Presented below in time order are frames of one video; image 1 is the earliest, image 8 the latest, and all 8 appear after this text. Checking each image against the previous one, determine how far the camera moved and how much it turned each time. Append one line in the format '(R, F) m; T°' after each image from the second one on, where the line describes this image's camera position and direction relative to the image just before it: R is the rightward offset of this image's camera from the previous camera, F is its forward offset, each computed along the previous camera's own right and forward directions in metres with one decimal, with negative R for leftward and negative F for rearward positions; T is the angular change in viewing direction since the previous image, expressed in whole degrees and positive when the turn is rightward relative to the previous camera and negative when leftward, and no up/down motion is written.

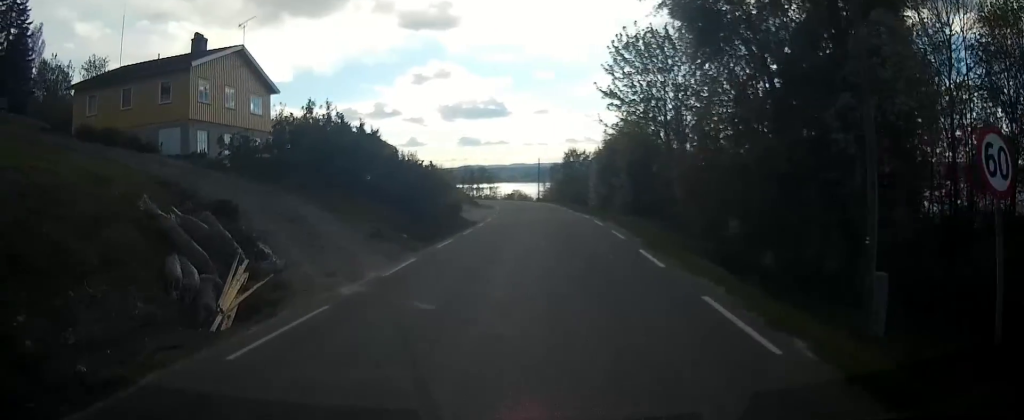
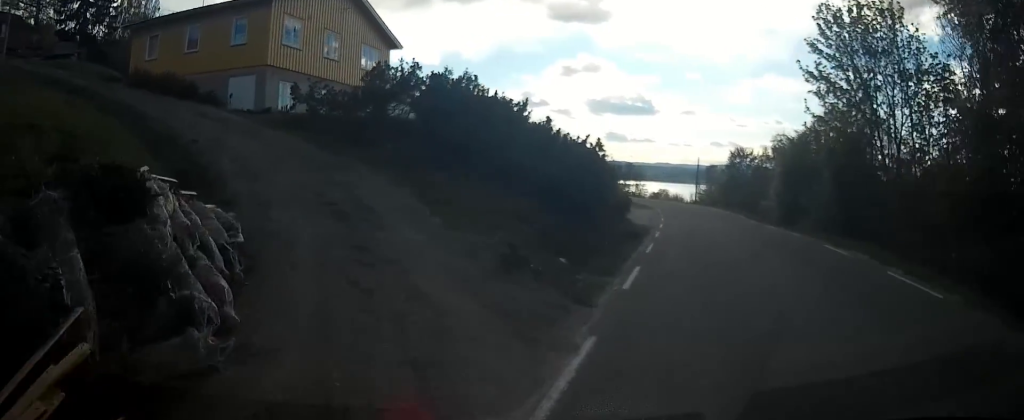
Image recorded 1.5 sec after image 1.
(-1.0, +8.4) m; -14°
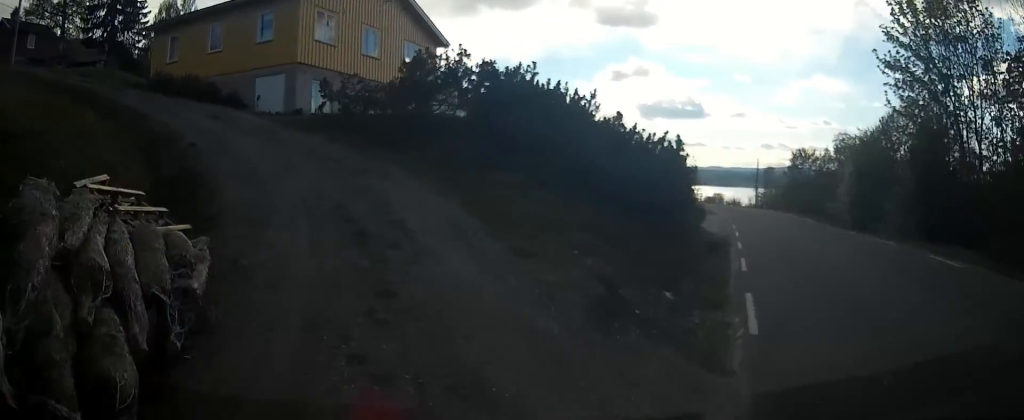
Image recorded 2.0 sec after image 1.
(-0.2, +2.6) m; -4°
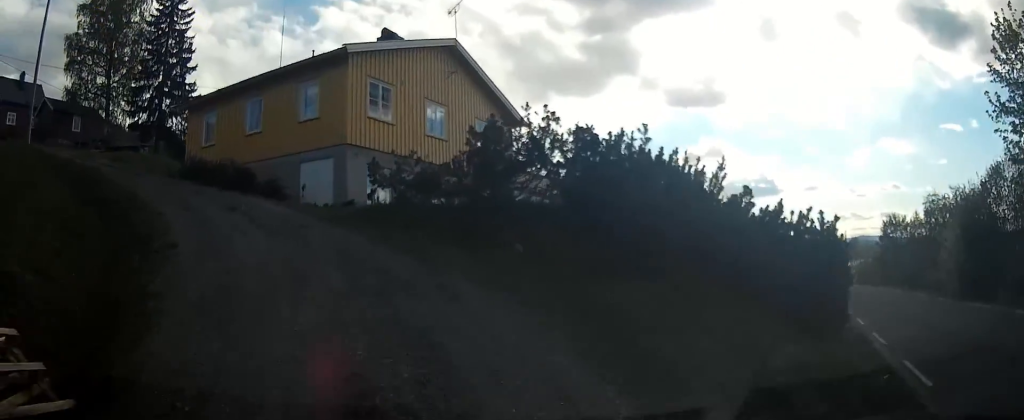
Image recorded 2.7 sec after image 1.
(+0.1, +3.8) m; -4°
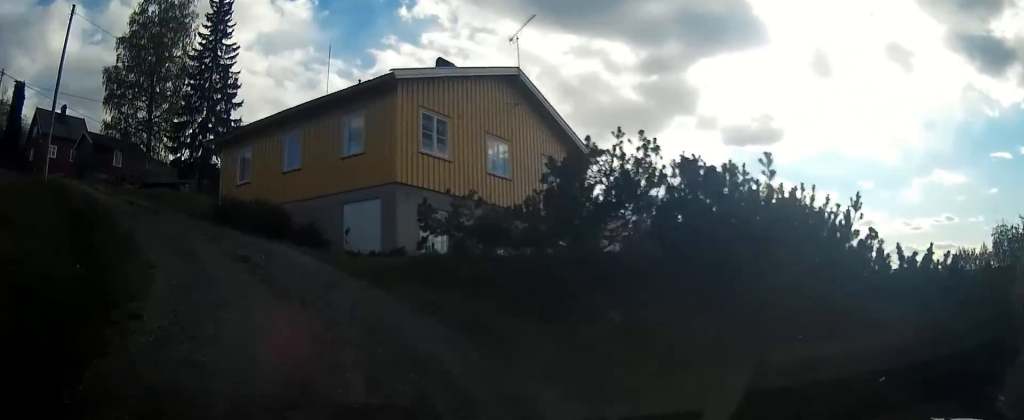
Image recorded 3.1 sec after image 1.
(0.0, +2.6) m; -5°
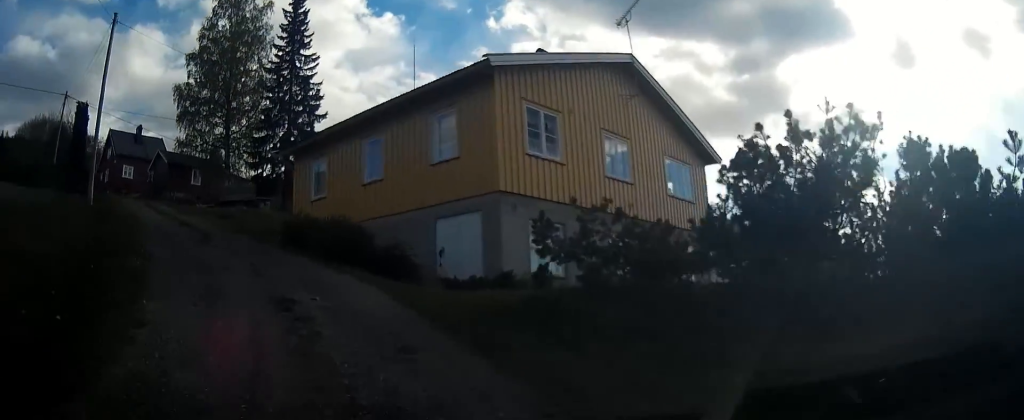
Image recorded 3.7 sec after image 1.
(-0.2, +3.1) m; -10°
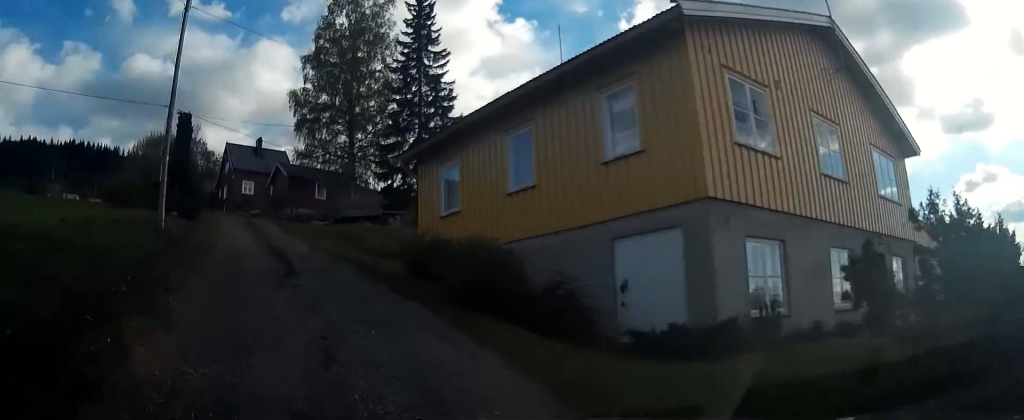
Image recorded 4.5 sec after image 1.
(-0.7, +4.4) m; -13°
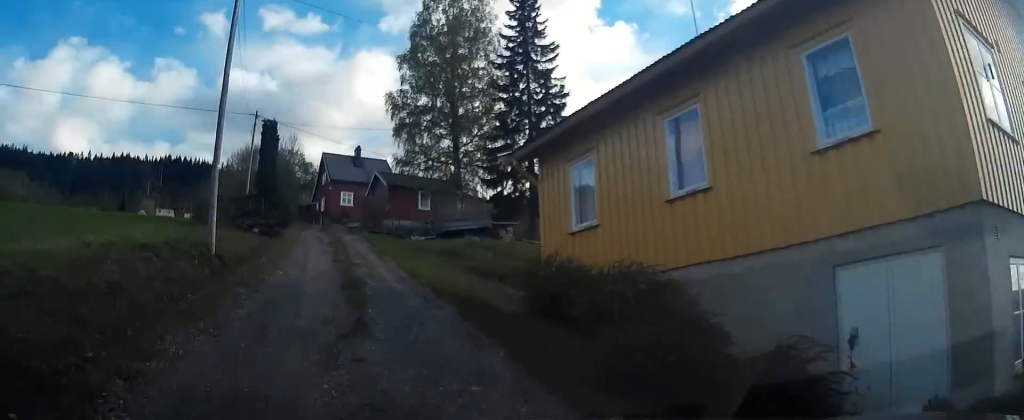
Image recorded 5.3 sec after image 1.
(-0.4, +3.8) m; -10°
